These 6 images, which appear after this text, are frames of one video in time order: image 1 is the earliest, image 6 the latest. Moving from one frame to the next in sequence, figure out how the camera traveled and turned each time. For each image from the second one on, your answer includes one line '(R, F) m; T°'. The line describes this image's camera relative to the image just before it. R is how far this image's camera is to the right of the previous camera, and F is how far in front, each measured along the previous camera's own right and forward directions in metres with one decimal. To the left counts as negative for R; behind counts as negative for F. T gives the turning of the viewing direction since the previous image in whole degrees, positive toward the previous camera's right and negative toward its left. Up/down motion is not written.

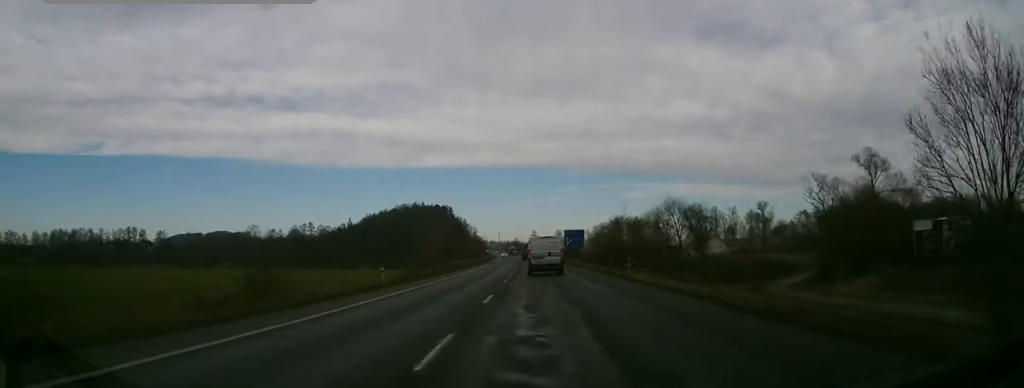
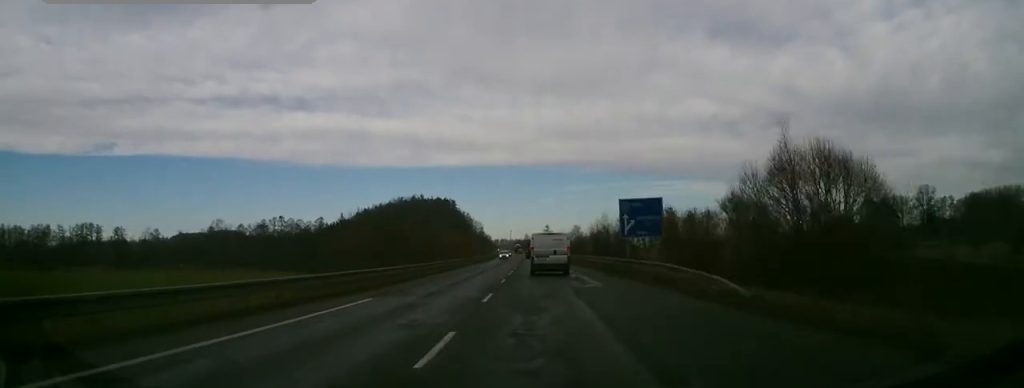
(-0.5, +52.7) m; -1°
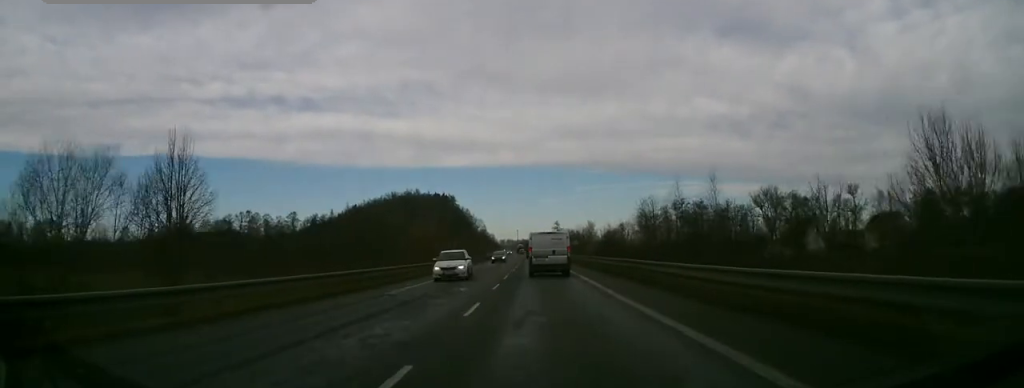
(0.0, +39.2) m; 0°
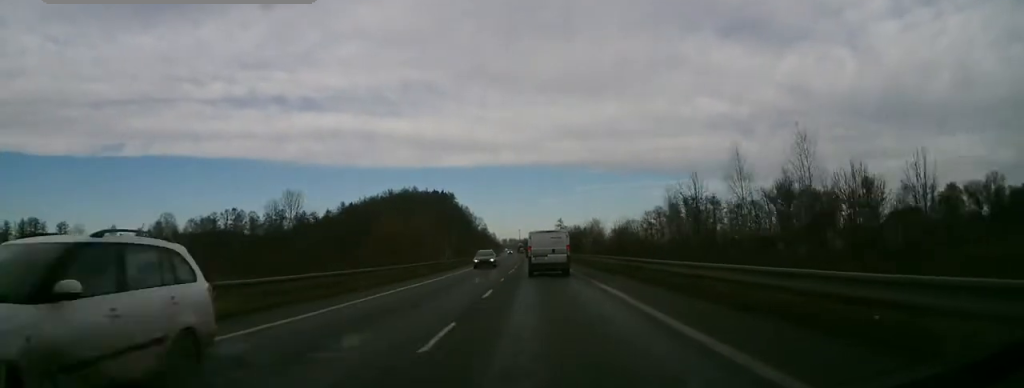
(-0.1, +14.6) m; 0°
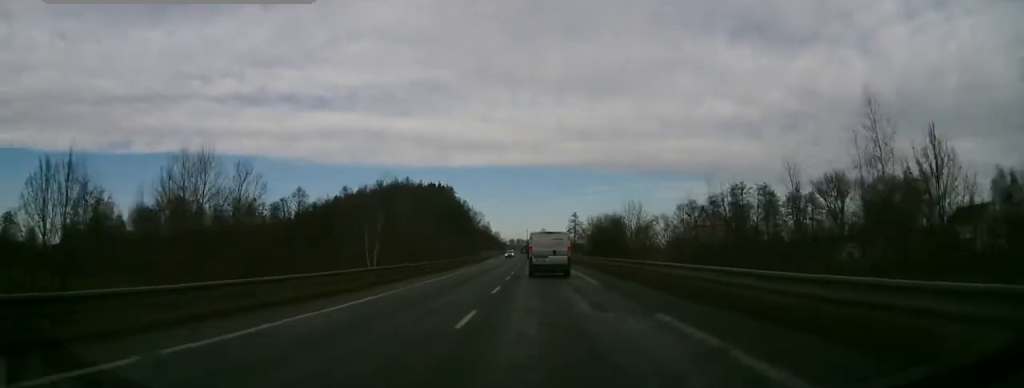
(-0.4, +43.1) m; -1°
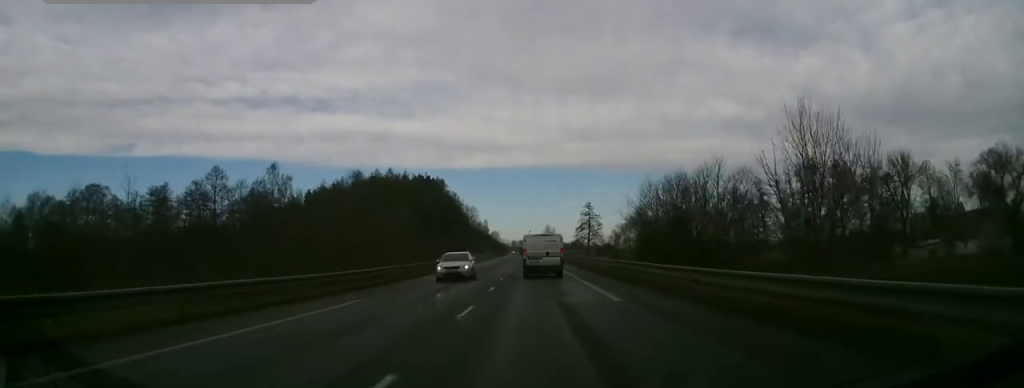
(+0.2, +44.1) m; +1°
